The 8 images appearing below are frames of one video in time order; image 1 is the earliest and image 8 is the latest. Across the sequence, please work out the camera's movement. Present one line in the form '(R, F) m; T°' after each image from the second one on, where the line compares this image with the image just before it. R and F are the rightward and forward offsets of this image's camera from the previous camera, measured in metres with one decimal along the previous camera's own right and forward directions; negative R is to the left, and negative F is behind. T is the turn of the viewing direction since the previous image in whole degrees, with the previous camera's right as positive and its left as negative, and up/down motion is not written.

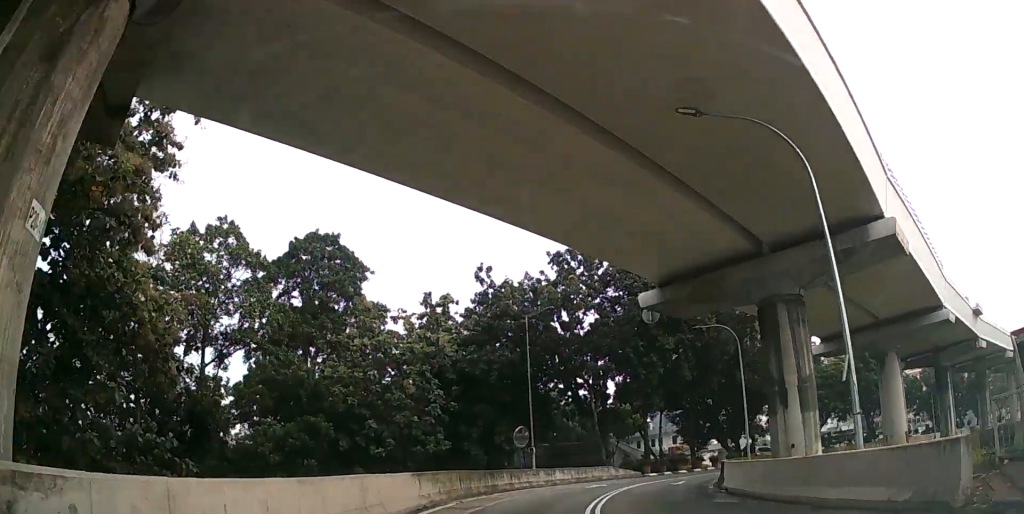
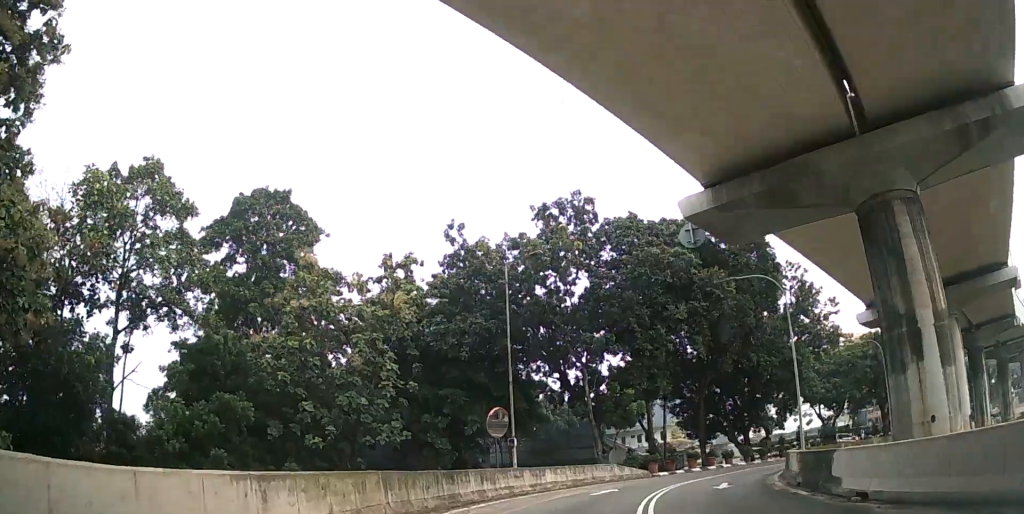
(0.0, +8.3) m; +2°
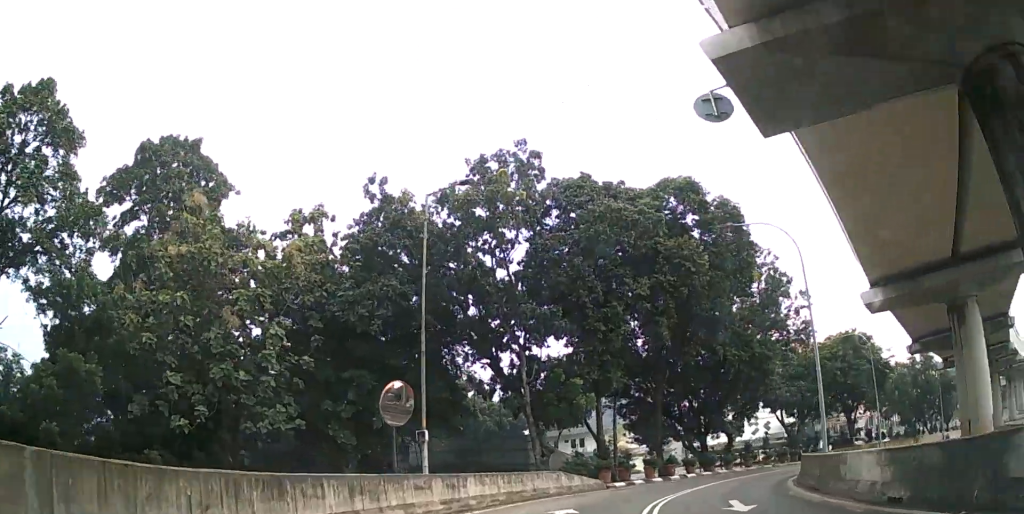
(0.0, +6.7) m; +5°
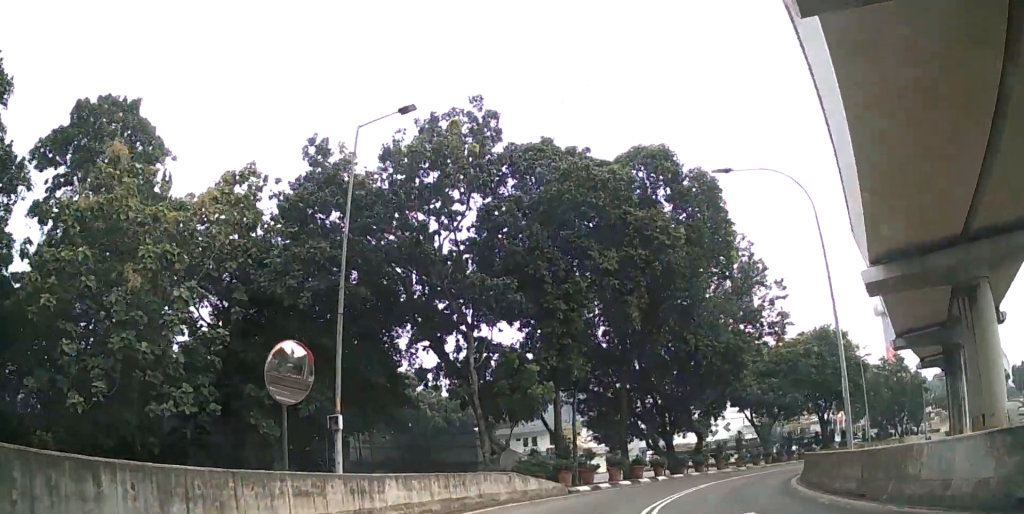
(+0.2, +3.8) m; +5°
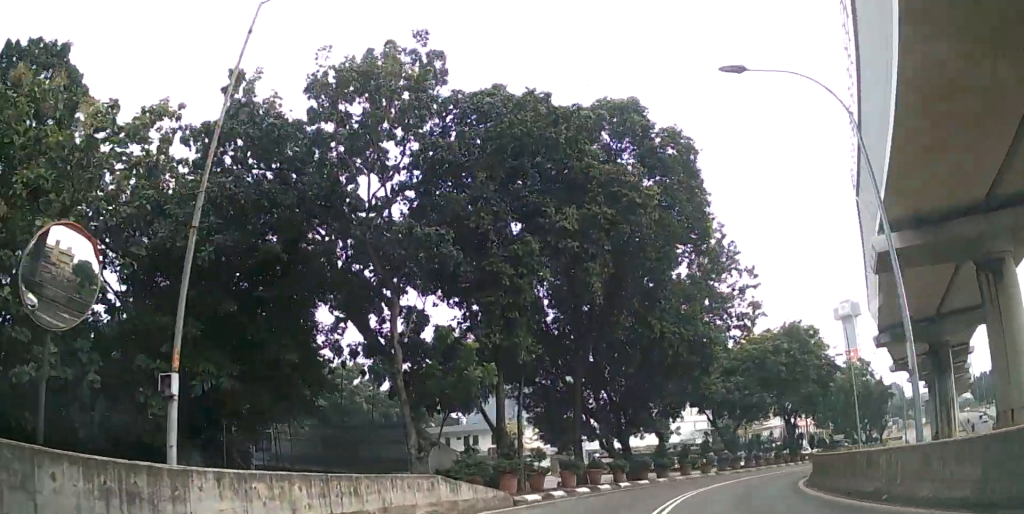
(+0.2, +4.5) m; +7°
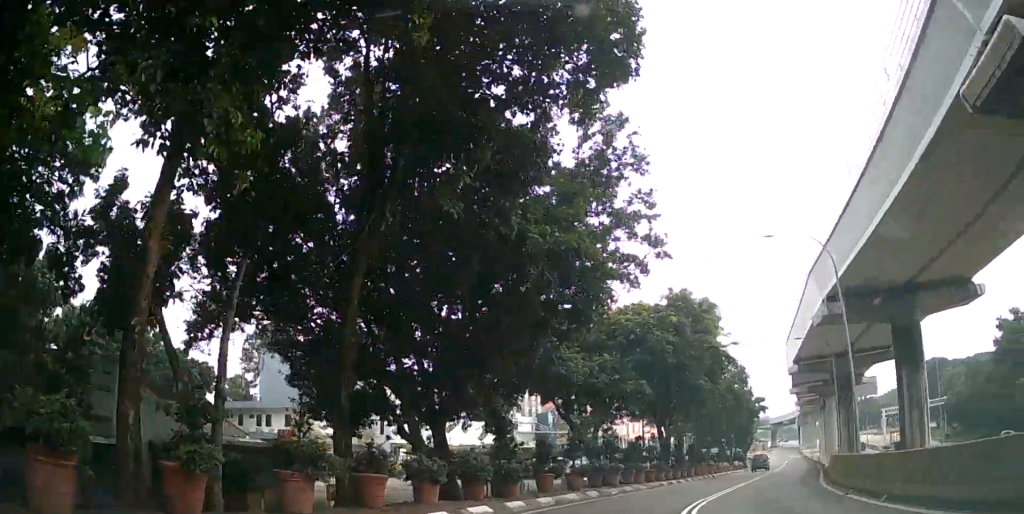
(+2.4, +14.3) m; +19°
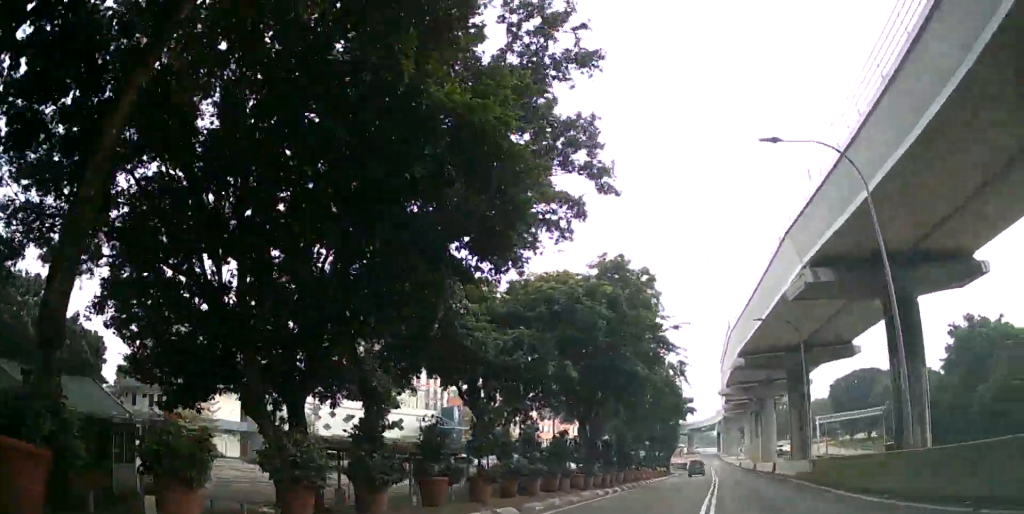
(+0.4, +7.7) m; +7°
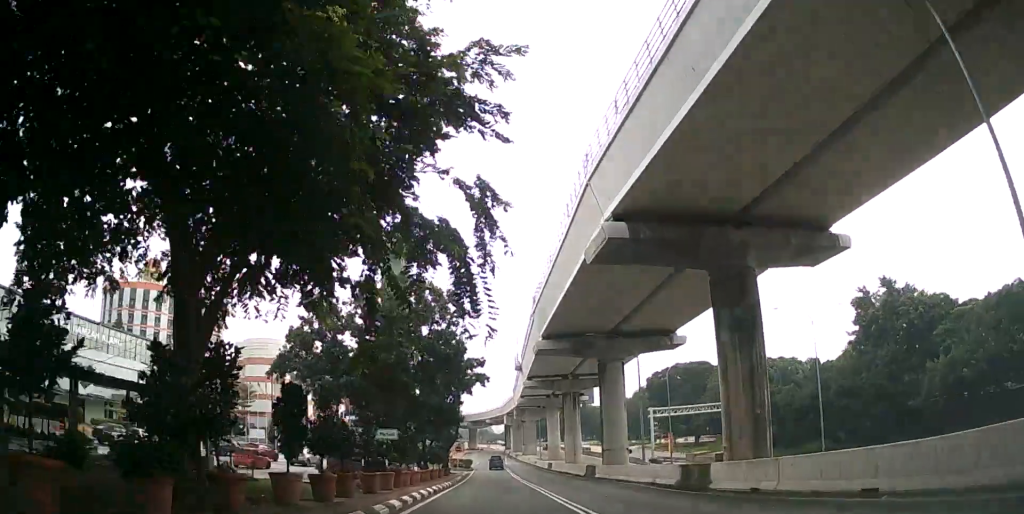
(+6.1, +25.9) m; +23°
